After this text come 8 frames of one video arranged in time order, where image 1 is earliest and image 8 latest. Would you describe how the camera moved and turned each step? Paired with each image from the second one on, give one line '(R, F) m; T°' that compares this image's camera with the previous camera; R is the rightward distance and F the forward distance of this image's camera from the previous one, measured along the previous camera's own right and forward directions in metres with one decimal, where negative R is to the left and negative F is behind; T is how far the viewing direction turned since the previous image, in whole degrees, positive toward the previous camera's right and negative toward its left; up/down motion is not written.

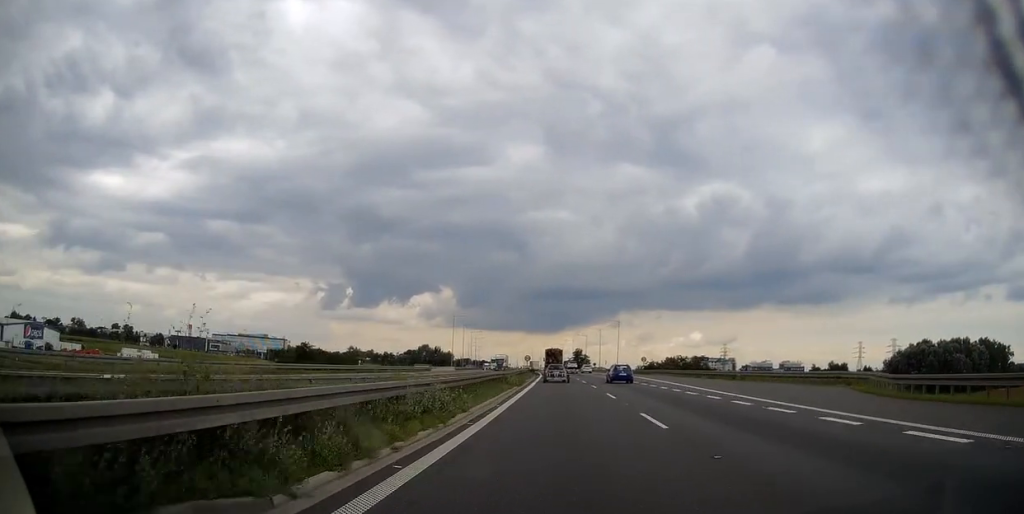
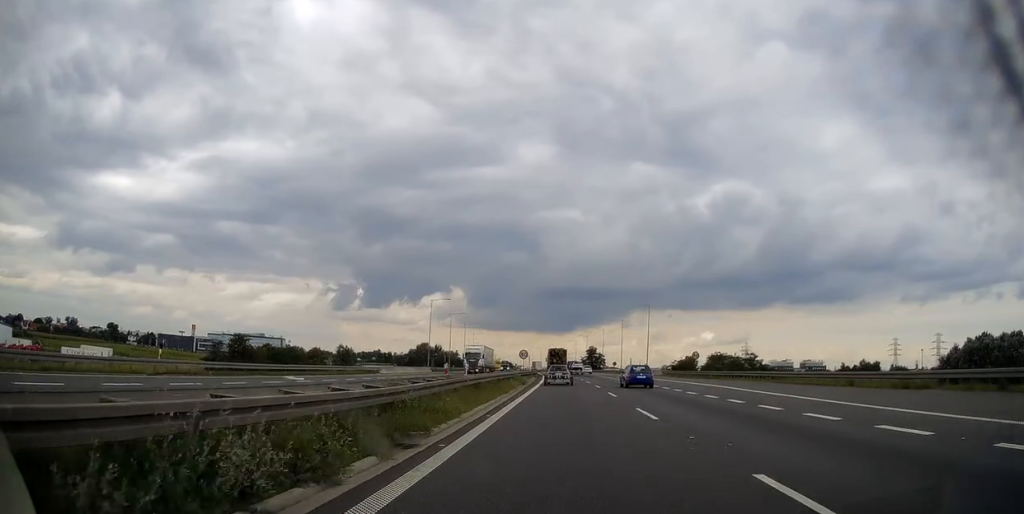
(-0.3, +34.0) m; -1°
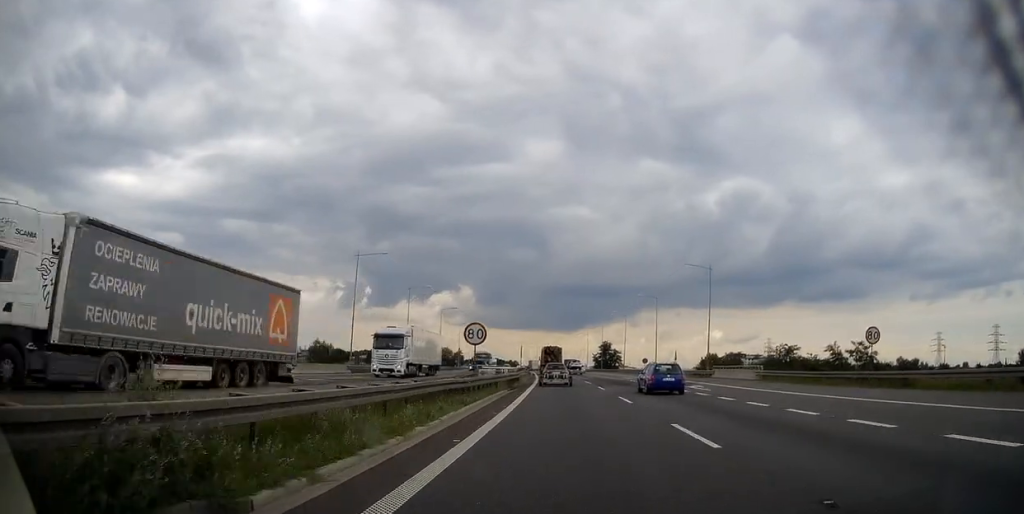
(-0.4, +41.6) m; -2°
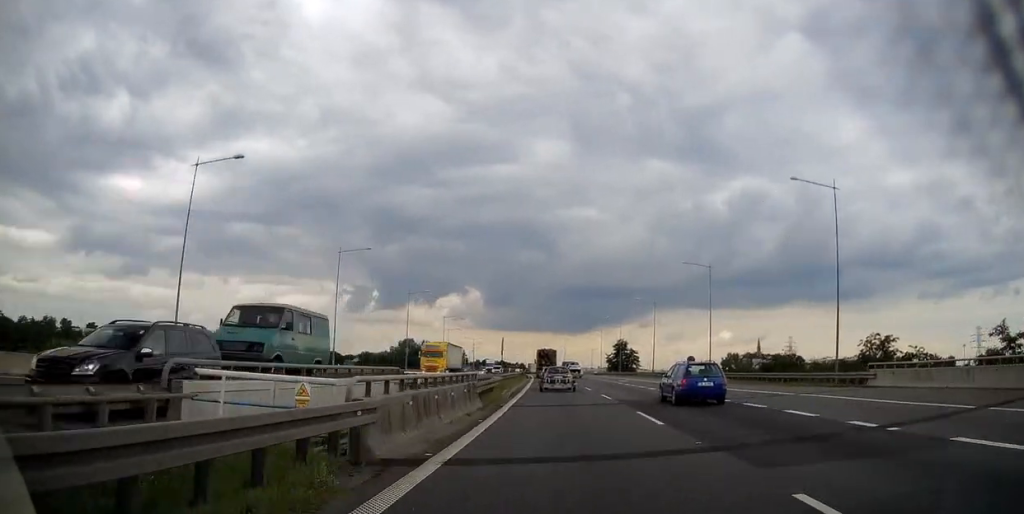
(-0.5, +31.7) m; -1°
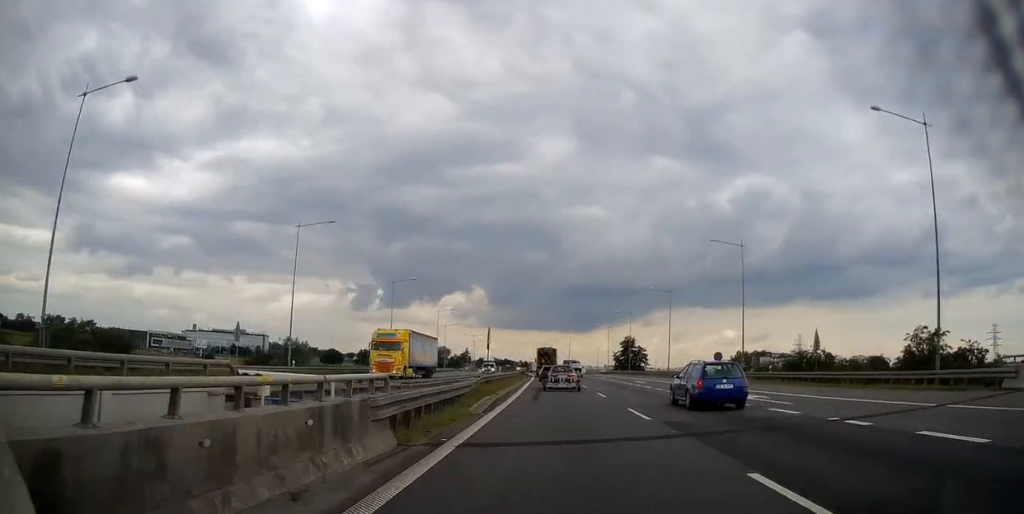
(-0.1, +10.8) m; 0°
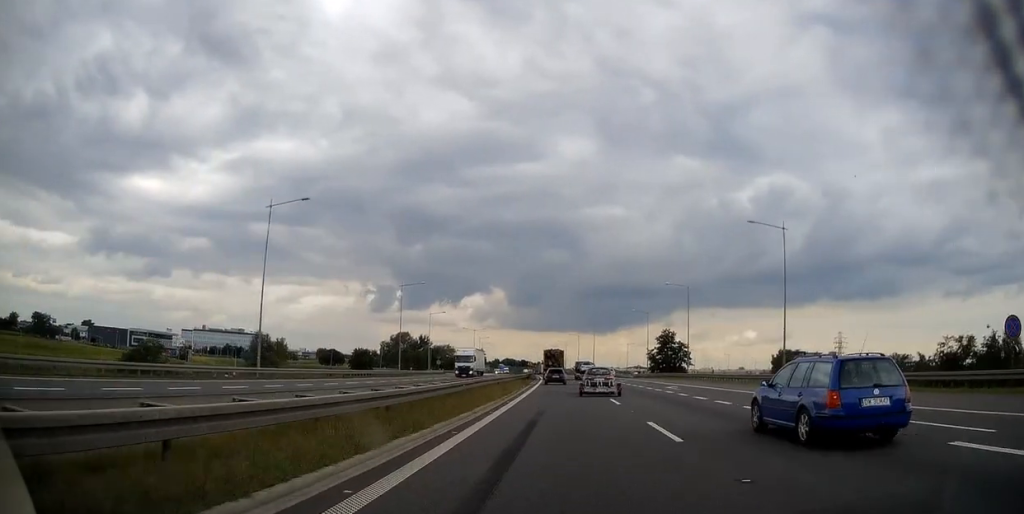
(0.0, +40.3) m; -1°
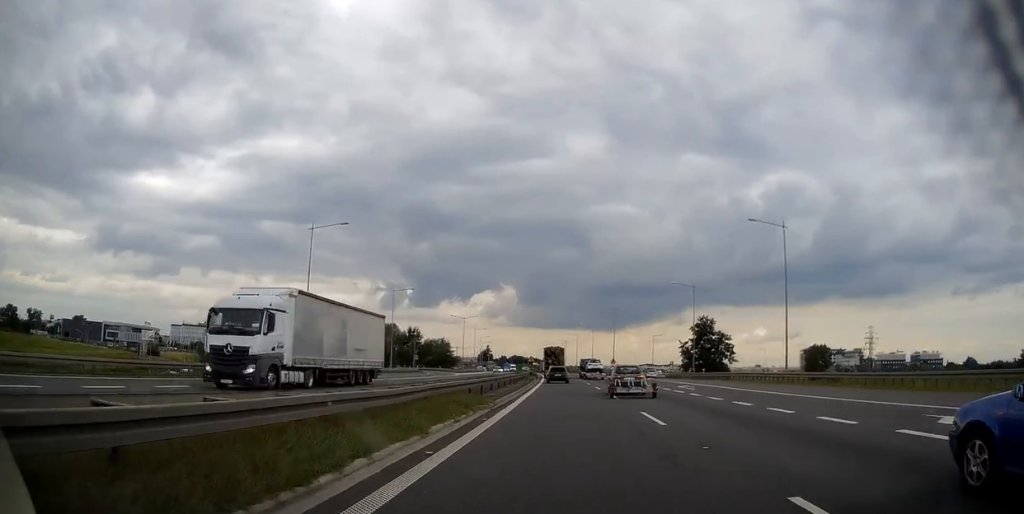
(-0.7, +33.2) m; -2°
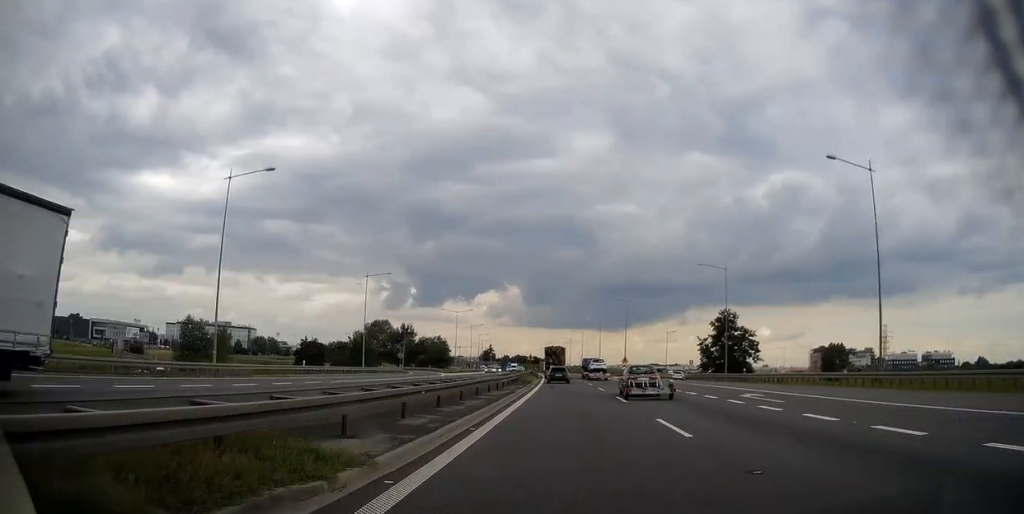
(-0.2, +14.4) m; 0°
